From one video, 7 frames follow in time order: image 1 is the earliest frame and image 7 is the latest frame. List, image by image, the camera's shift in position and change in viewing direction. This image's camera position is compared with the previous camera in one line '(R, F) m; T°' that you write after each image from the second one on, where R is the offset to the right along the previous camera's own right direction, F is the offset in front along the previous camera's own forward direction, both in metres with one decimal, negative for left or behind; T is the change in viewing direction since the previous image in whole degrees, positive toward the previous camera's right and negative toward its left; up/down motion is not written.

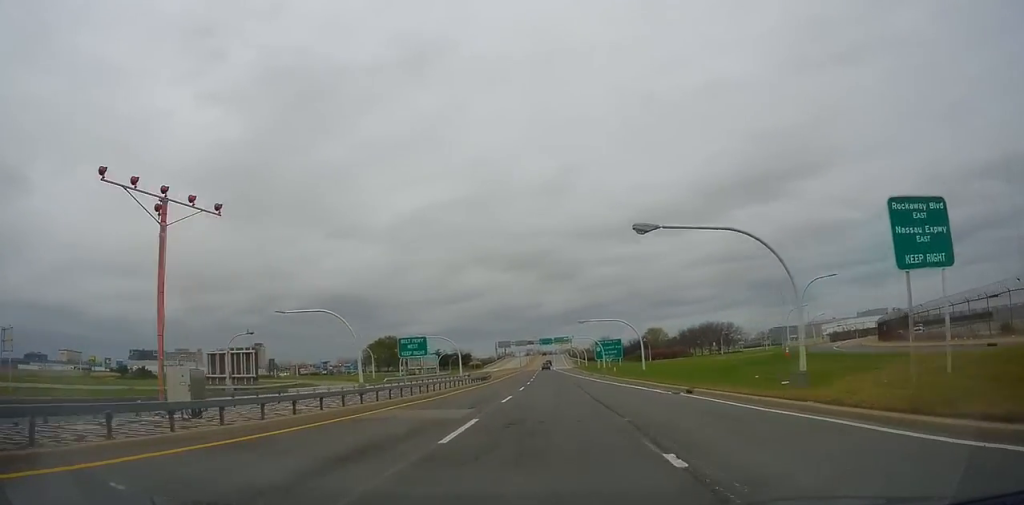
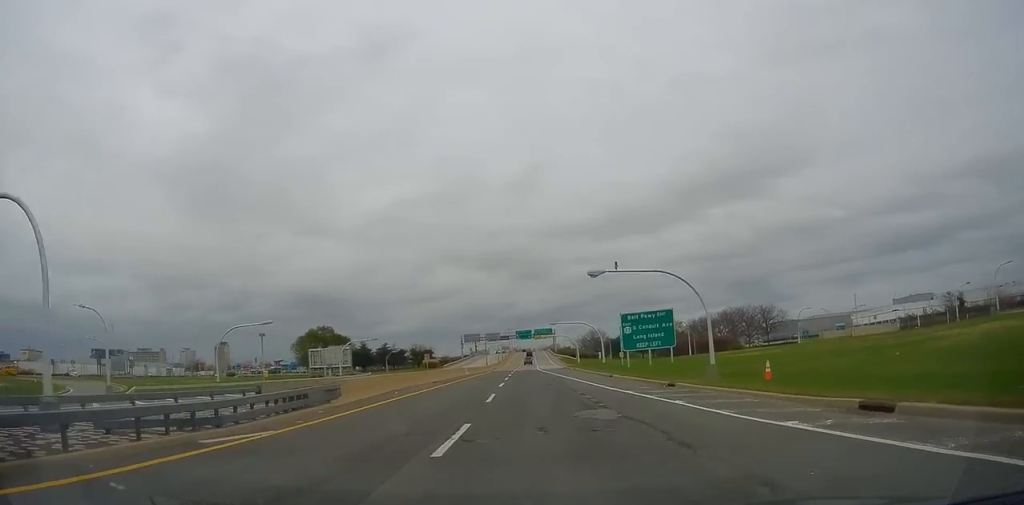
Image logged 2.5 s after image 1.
(+2.6, +50.2) m; +5°
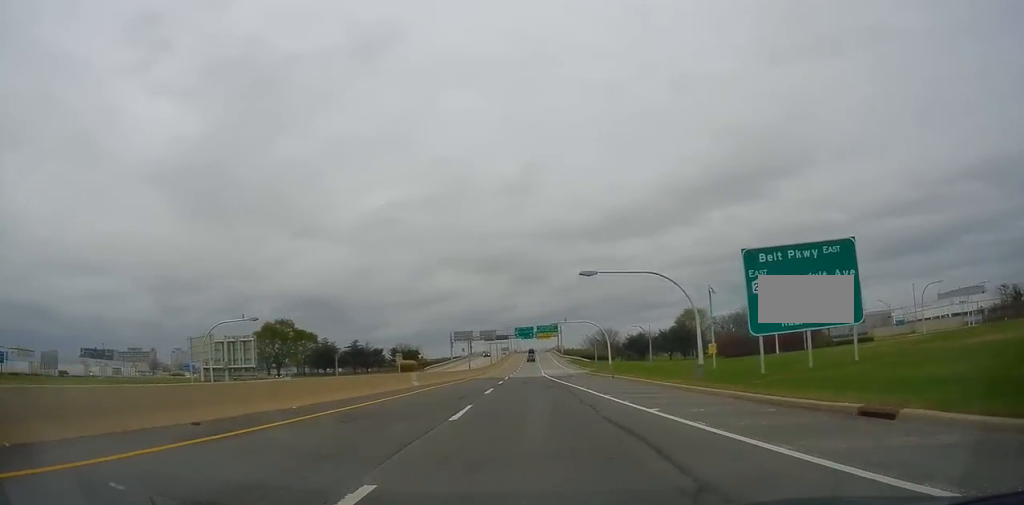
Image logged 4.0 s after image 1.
(-0.2, +31.3) m; 0°
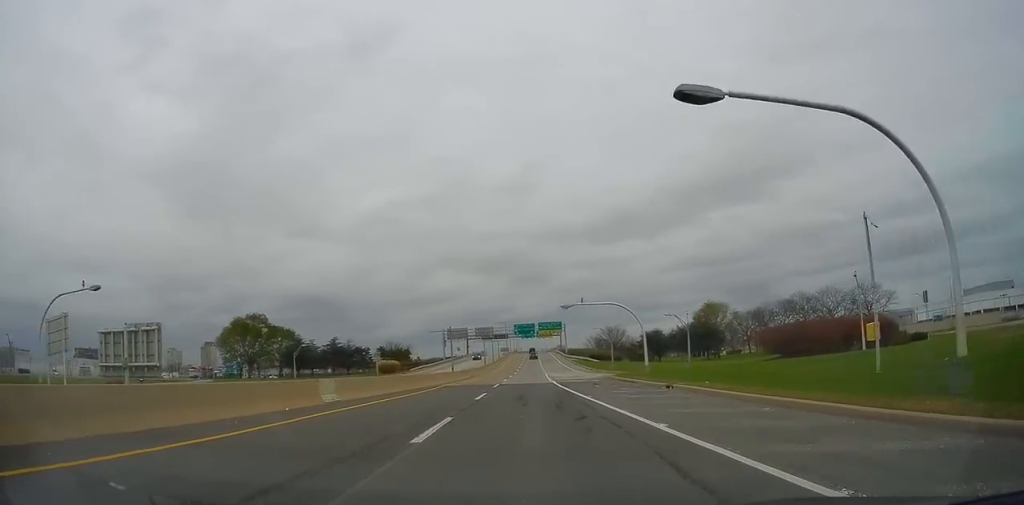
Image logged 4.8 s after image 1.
(+0.3, +16.1) m; +1°
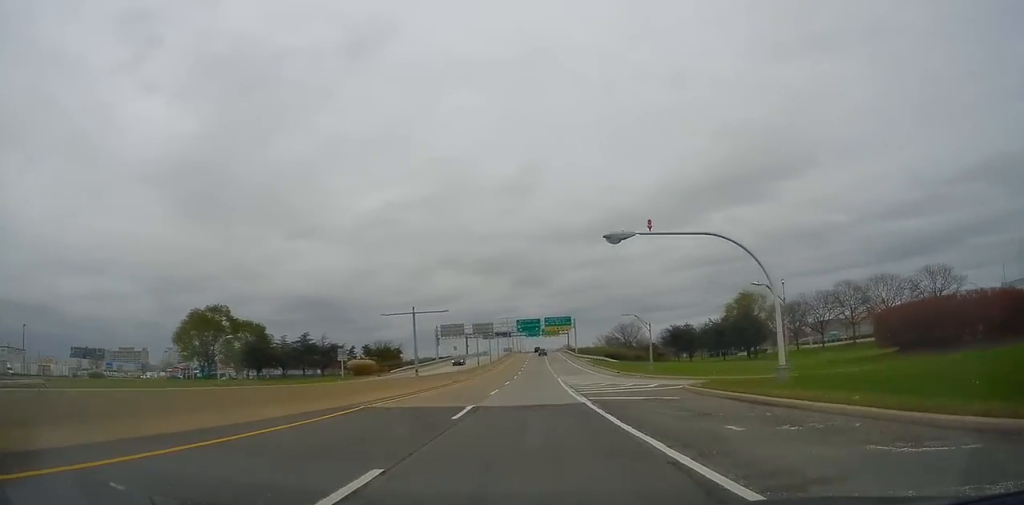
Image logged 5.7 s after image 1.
(+0.2, +19.7) m; +1°
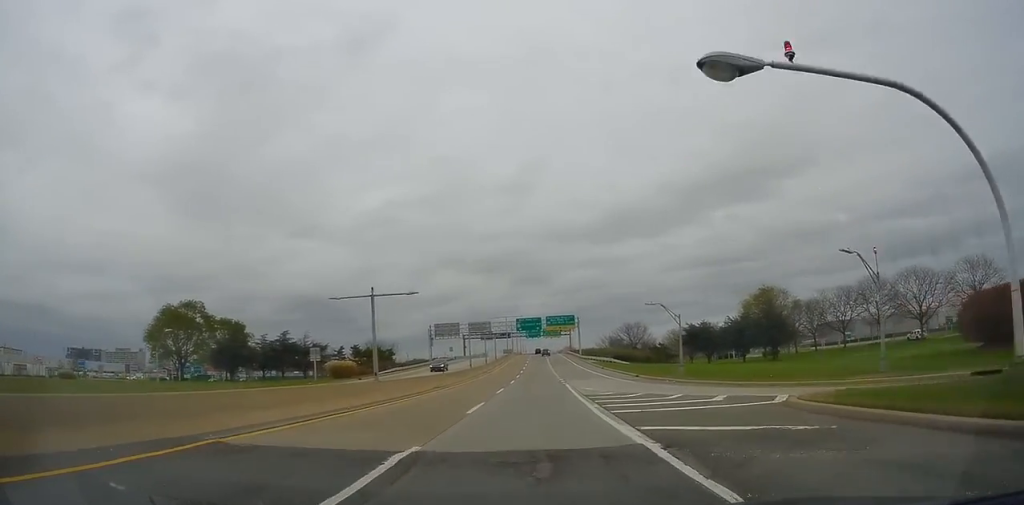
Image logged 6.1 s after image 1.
(0.0, +9.8) m; 0°
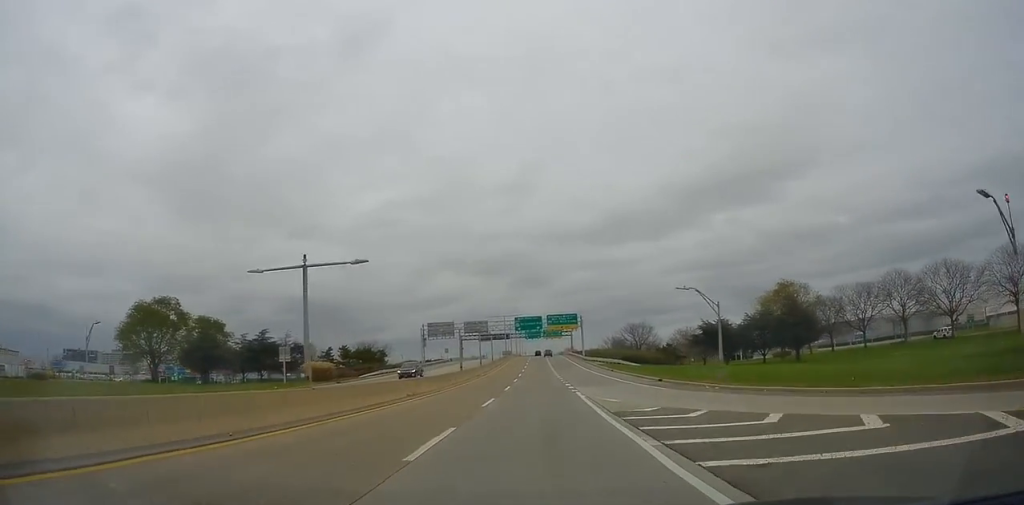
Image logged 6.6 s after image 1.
(0.0, +8.3) m; -1°
